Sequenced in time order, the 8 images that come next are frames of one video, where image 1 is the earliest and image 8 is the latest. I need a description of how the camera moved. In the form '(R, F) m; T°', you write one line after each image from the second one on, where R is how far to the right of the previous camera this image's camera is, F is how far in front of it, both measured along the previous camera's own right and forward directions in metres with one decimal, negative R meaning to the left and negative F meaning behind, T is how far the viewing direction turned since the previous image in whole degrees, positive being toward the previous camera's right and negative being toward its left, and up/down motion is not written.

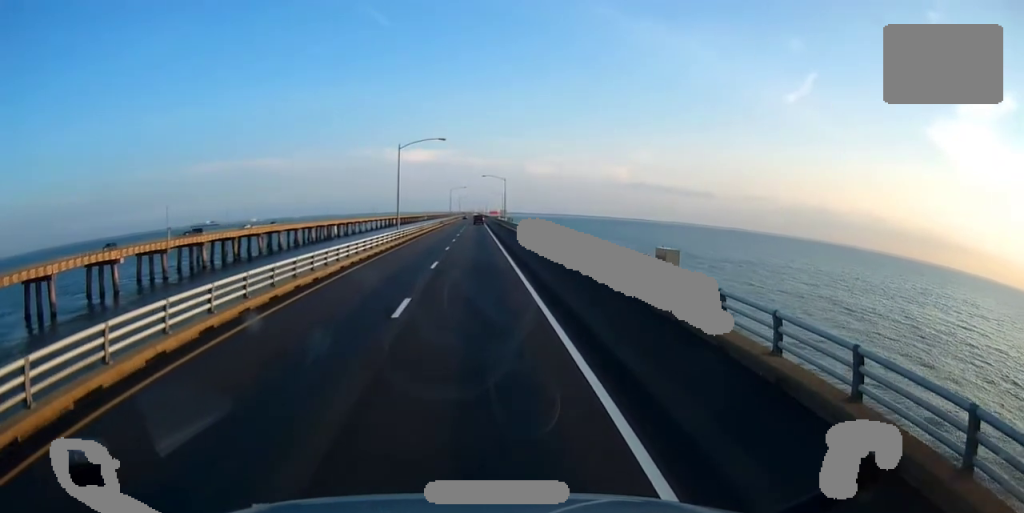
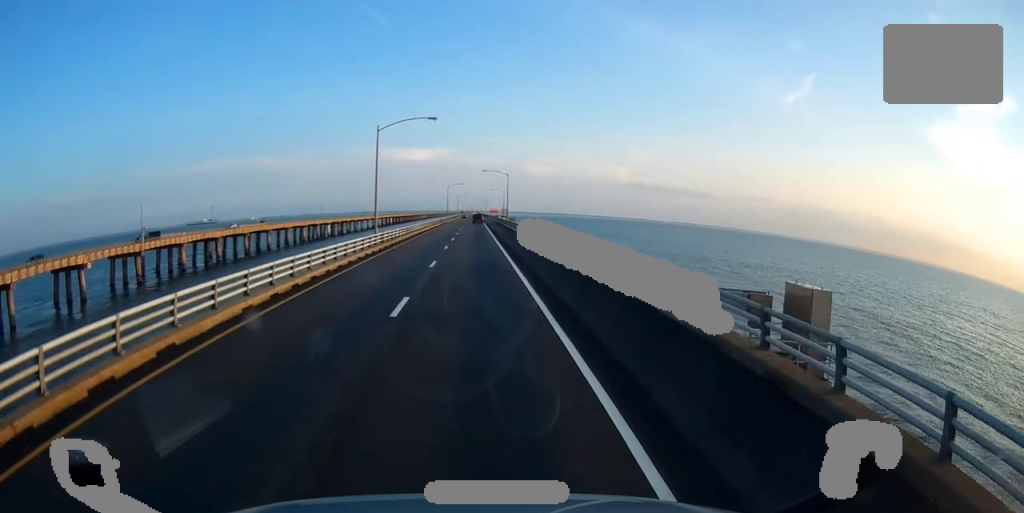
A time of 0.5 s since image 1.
(0.0, +12.3) m; 0°
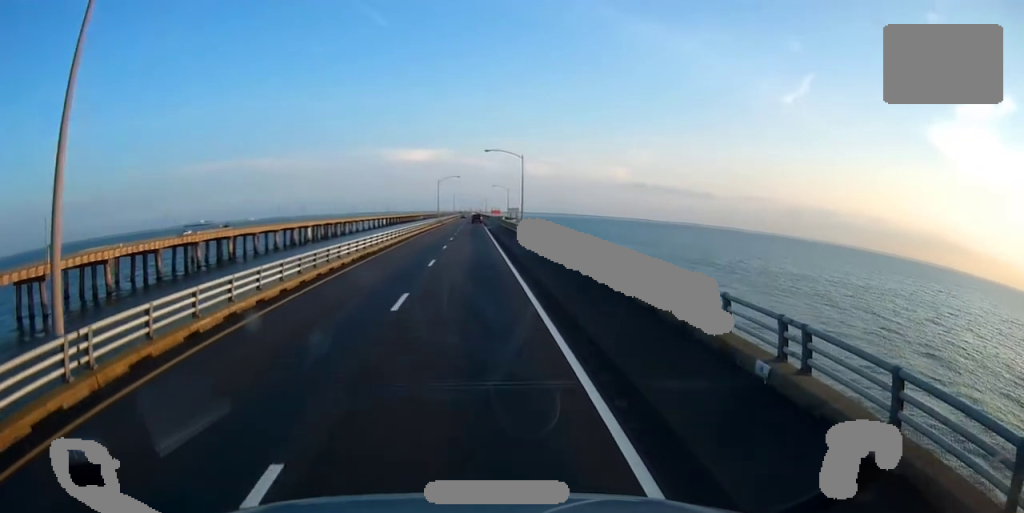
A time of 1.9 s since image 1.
(0.0, +35.9) m; 0°
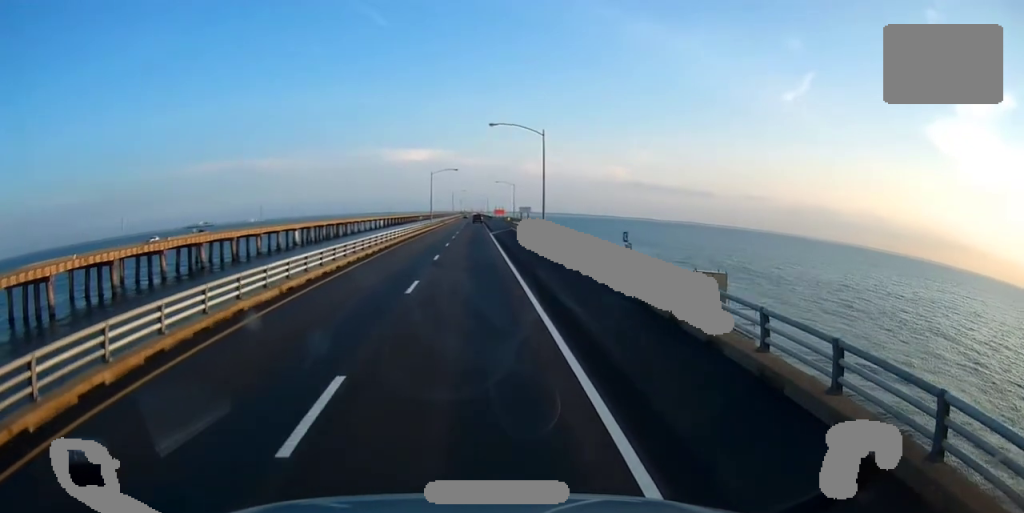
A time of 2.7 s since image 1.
(0.0, +21.5) m; 0°
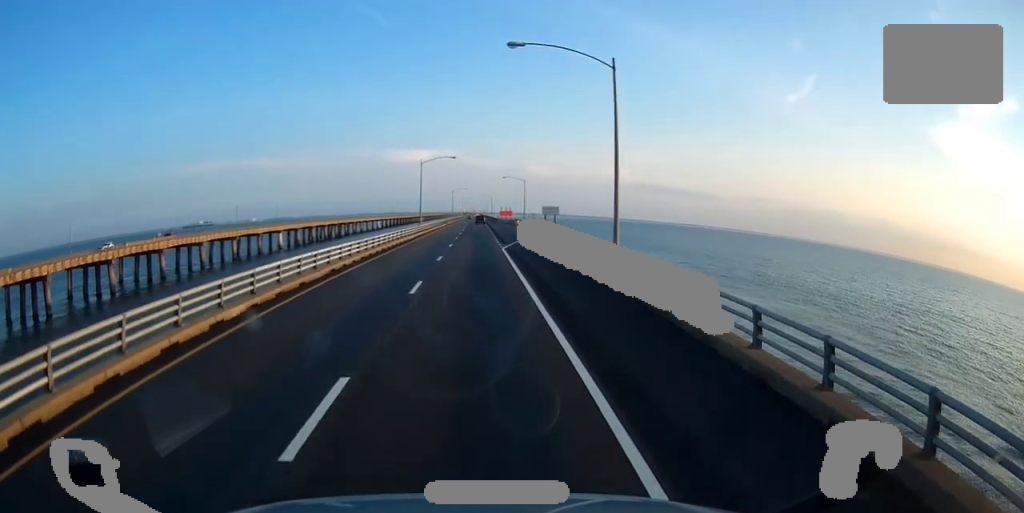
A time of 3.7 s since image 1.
(0.0, +24.4) m; 0°
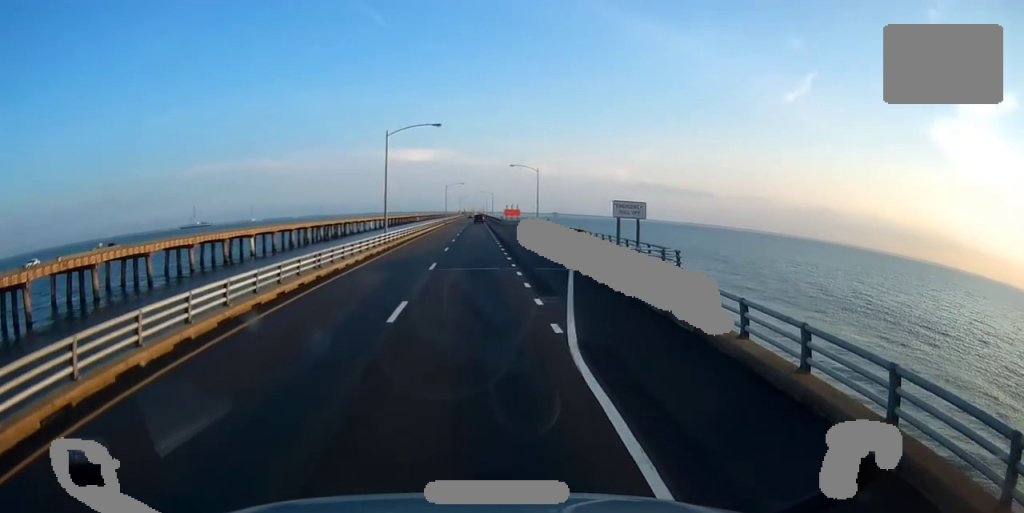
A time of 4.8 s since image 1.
(+0.1, +29.3) m; 0°
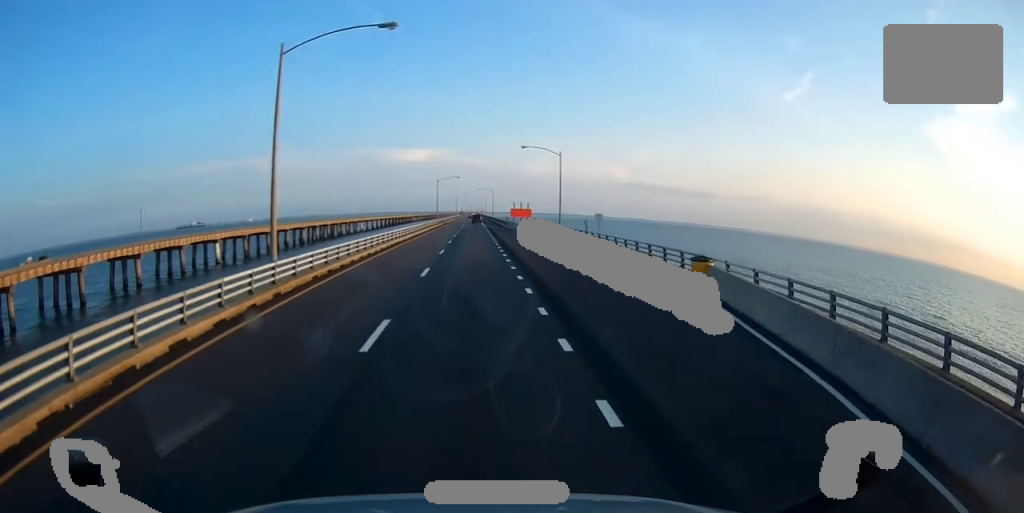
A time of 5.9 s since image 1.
(-0.1, +27.2) m; 0°
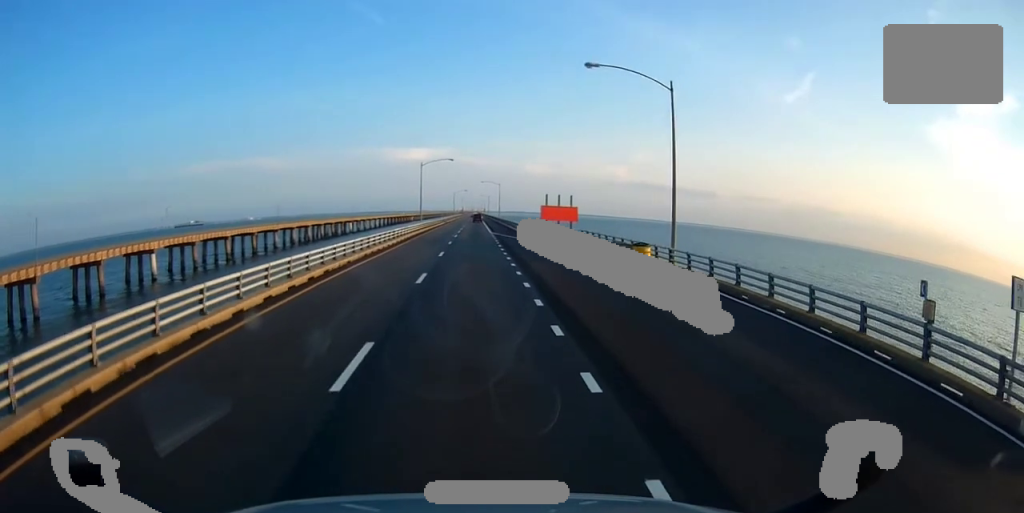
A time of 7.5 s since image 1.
(+0.2, +39.0) m; -1°
